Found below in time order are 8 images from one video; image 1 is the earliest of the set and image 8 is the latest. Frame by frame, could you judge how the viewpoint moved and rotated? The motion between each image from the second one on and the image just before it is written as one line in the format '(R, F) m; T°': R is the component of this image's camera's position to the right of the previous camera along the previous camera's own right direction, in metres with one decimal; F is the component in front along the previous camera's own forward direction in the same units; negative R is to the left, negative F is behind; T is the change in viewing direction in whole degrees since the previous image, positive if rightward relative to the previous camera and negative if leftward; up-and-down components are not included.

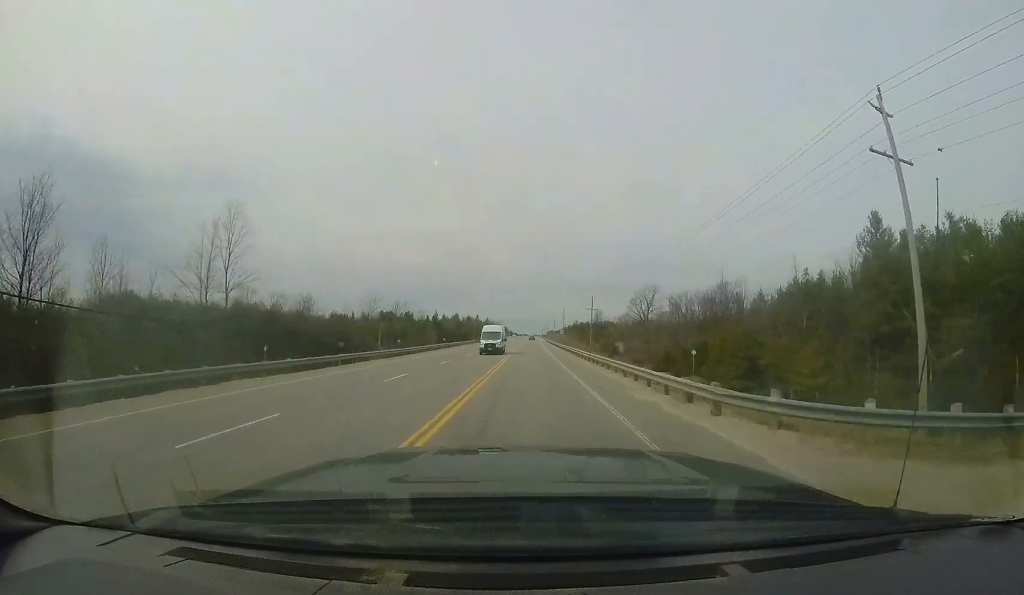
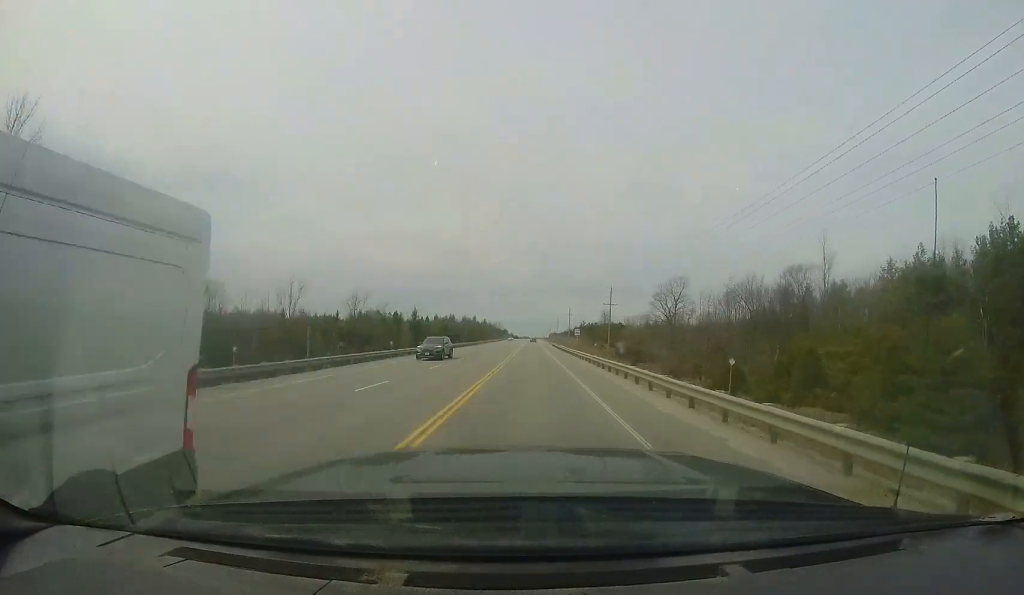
(-0.1, +21.3) m; 0°
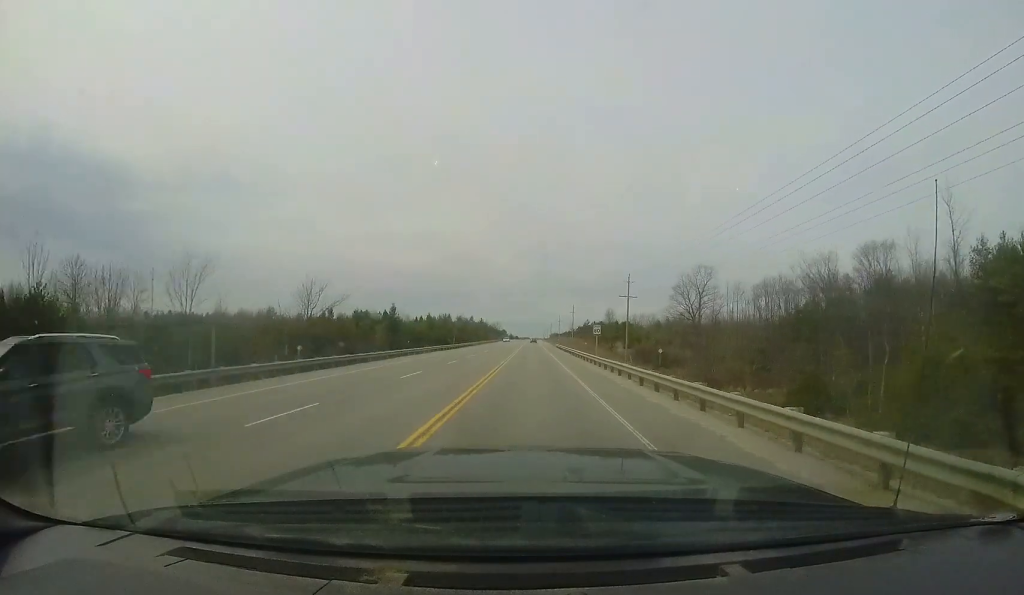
(0.0, +14.2) m; 0°
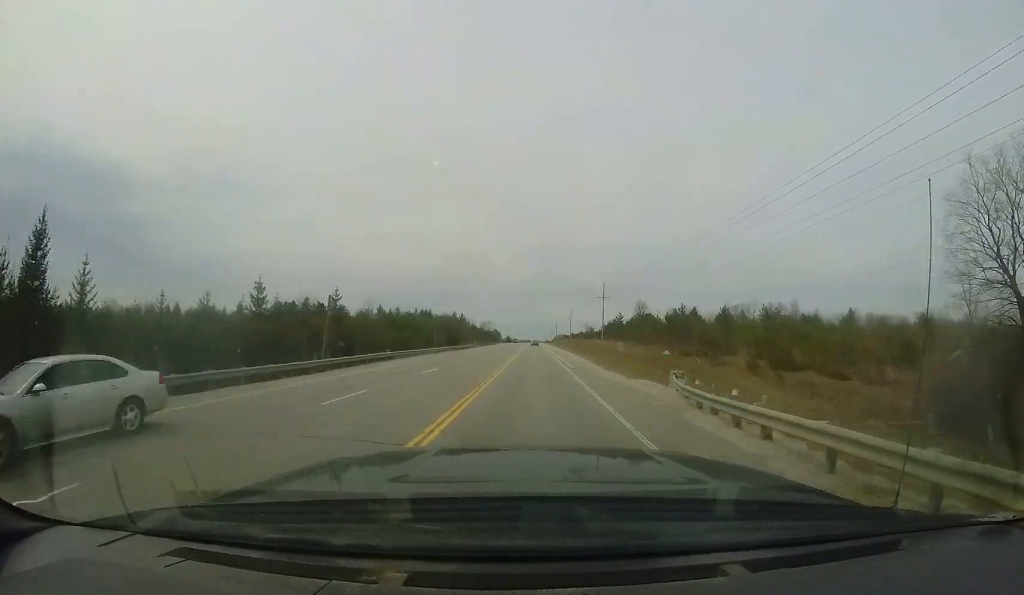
(+0.5, +61.8) m; 0°
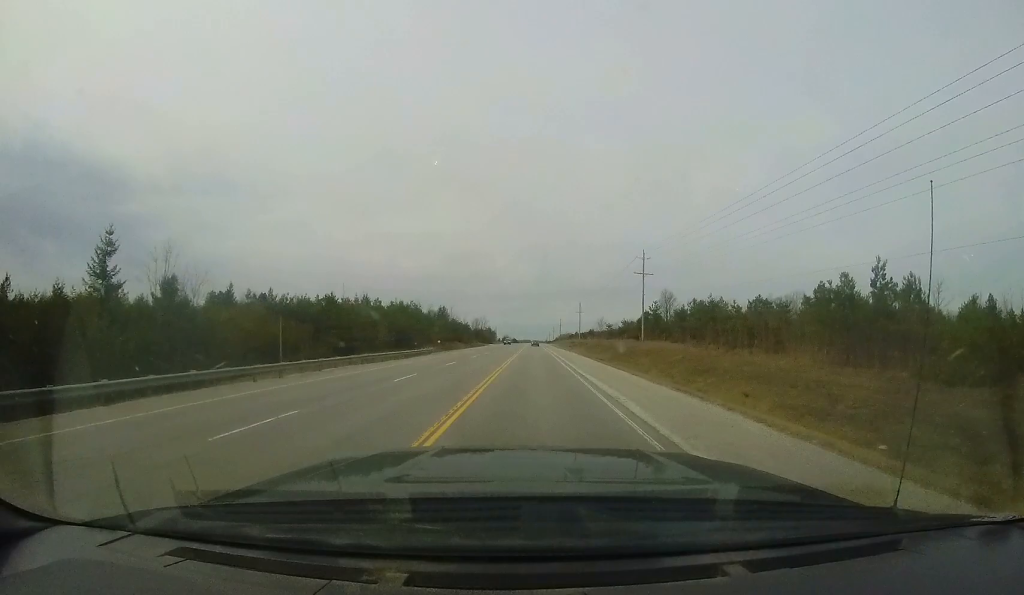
(-0.4, +31.3) m; -1°
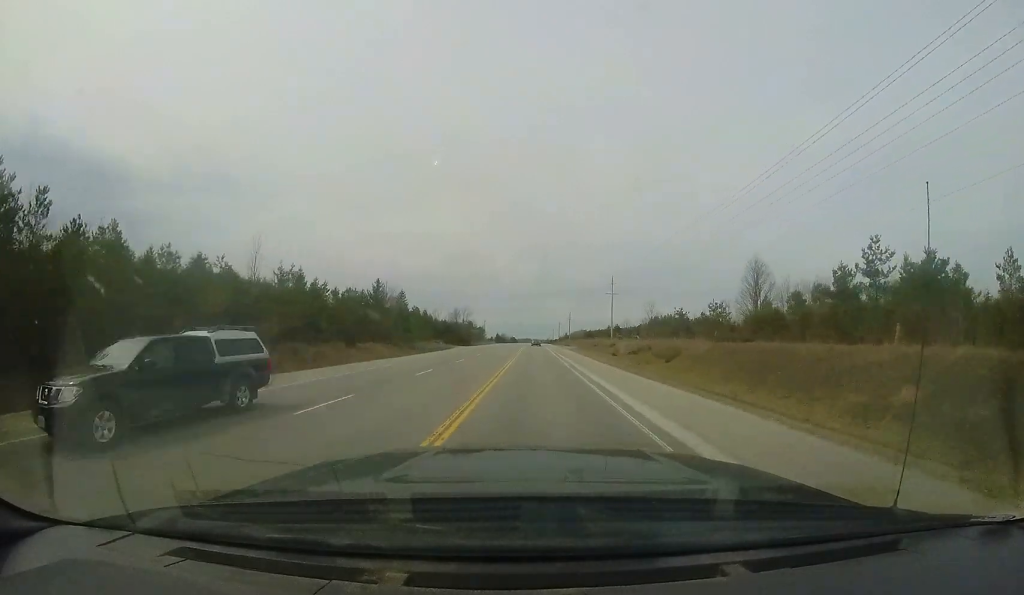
(+1.1, +53.1) m; +2°
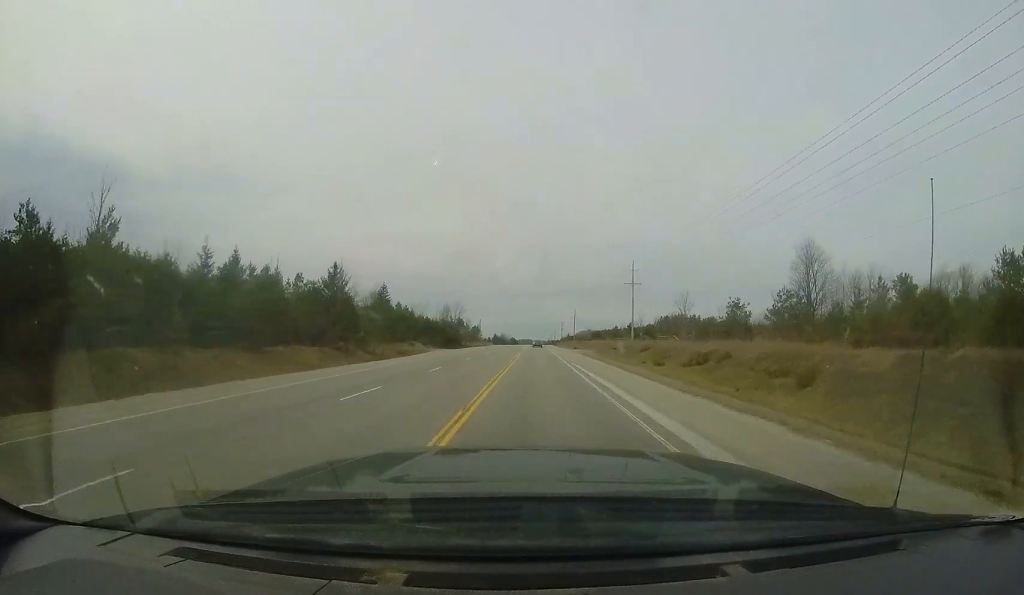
(0.0, +16.1) m; 0°
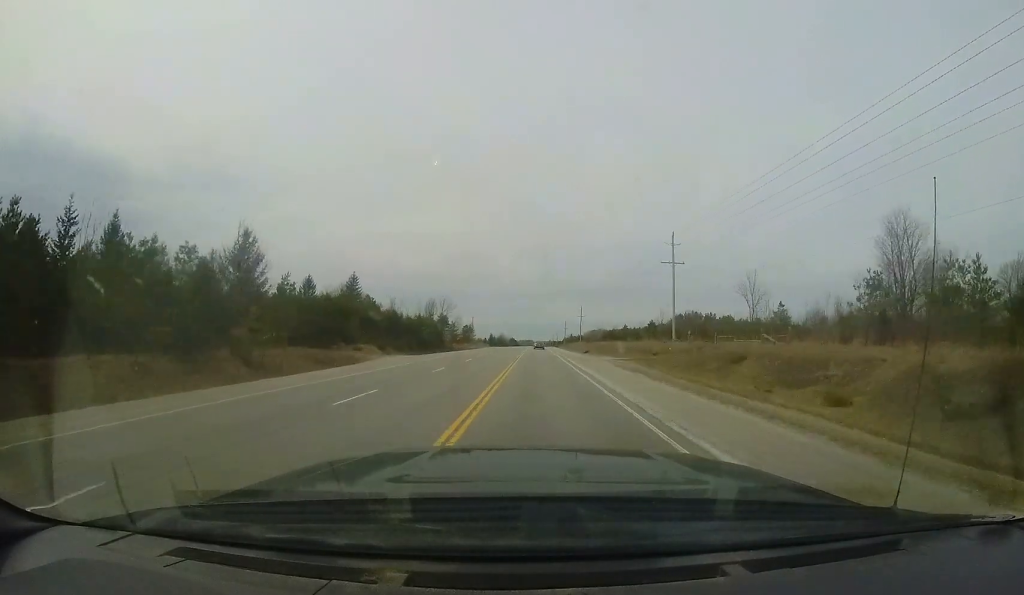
(0.0, +18.7) m; 0°
